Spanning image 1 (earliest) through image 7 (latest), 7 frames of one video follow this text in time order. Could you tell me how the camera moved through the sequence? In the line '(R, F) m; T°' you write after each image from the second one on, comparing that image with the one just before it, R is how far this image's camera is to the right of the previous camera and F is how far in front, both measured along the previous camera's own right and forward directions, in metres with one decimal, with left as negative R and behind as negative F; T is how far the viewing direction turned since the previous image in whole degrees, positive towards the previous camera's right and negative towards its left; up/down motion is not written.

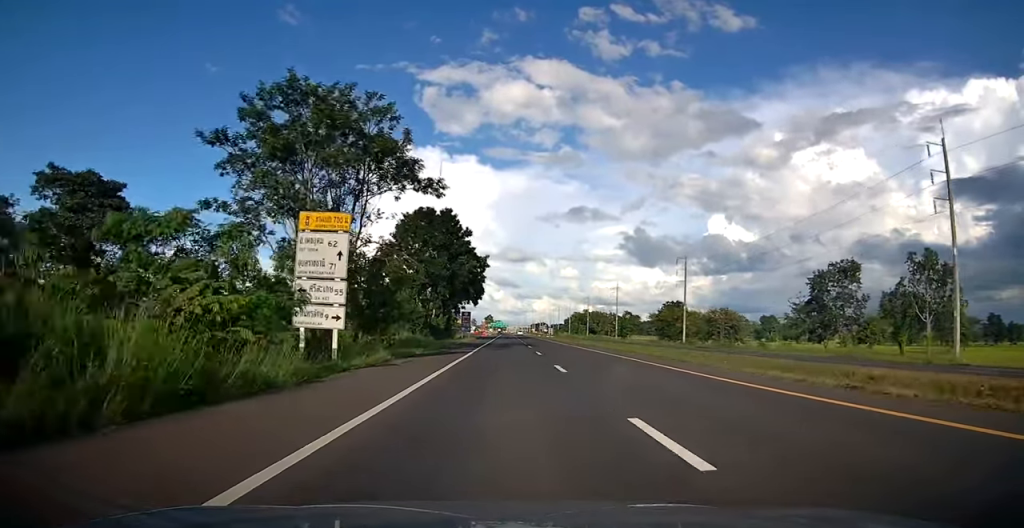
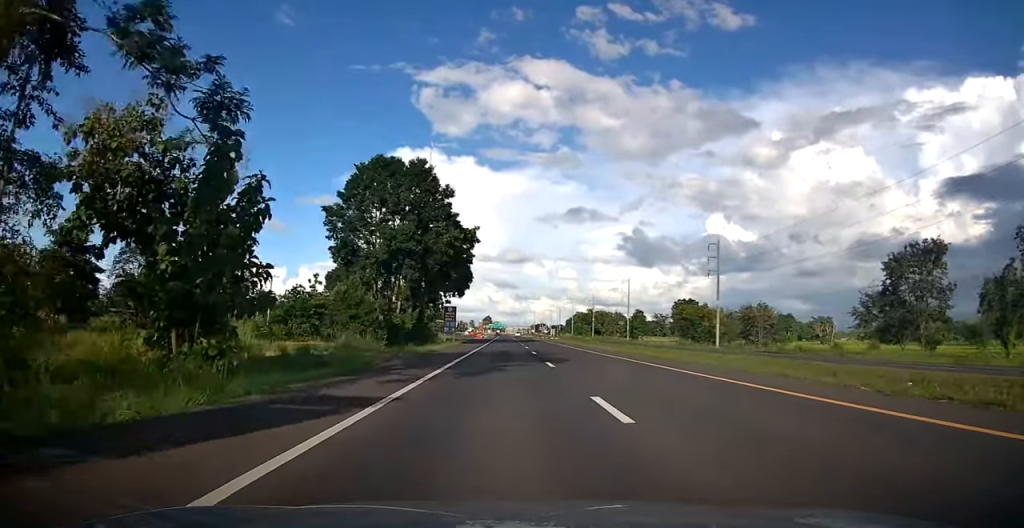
(0.0, +21.3) m; 0°
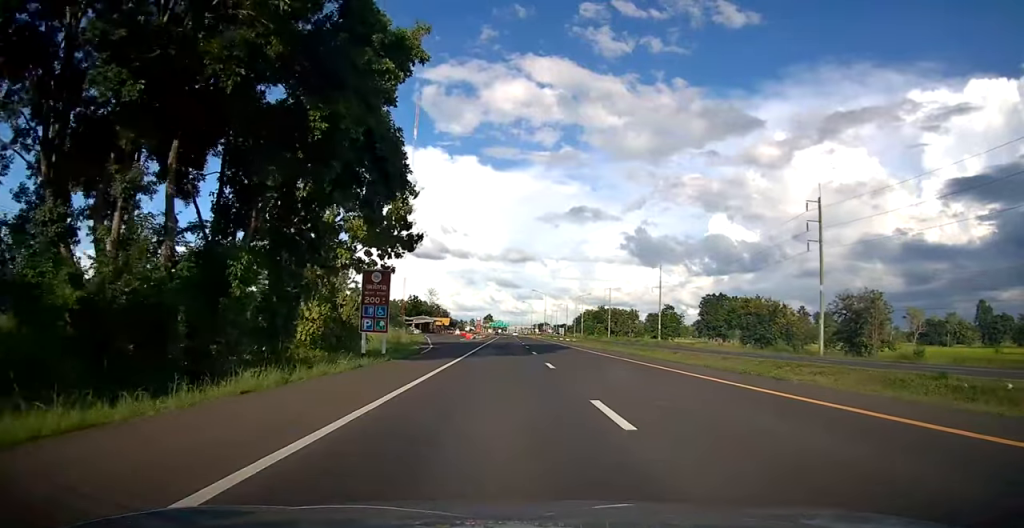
(0.0, +36.2) m; +1°
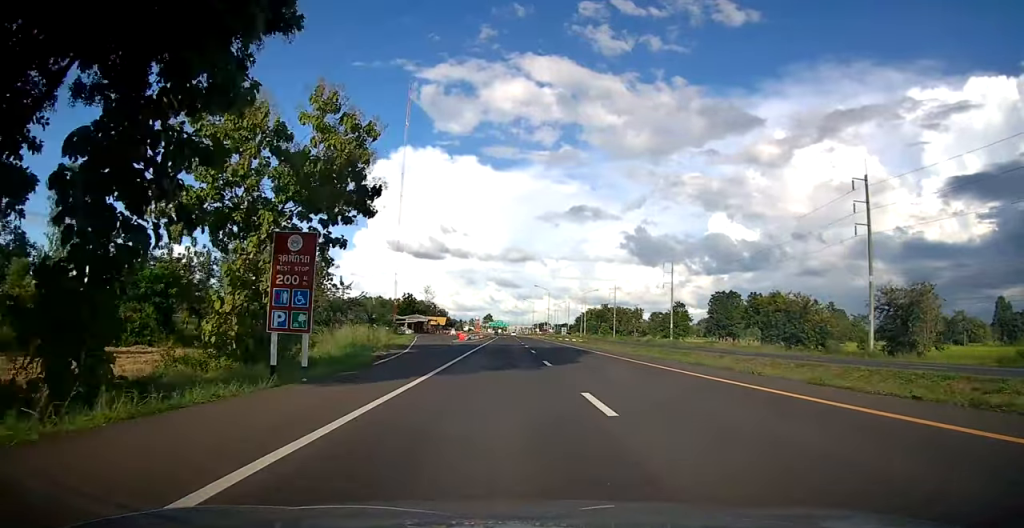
(+0.1, +10.8) m; 0°
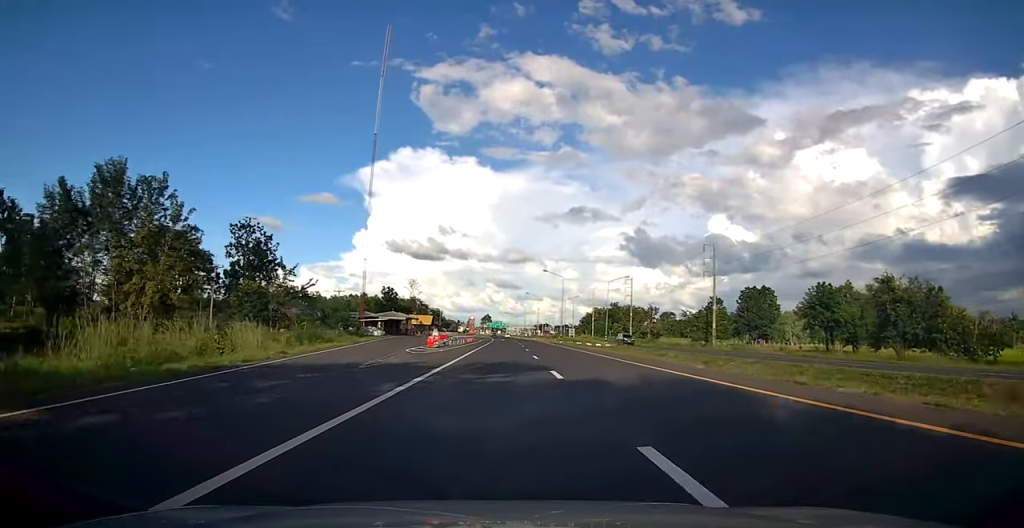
(+0.1, +29.7) m; -1°
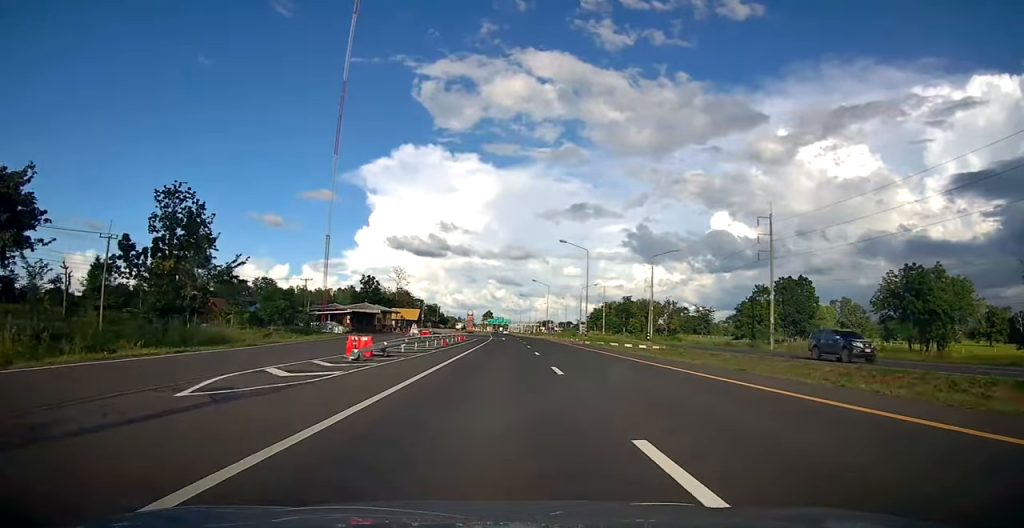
(-0.3, +23.9) m; -1°
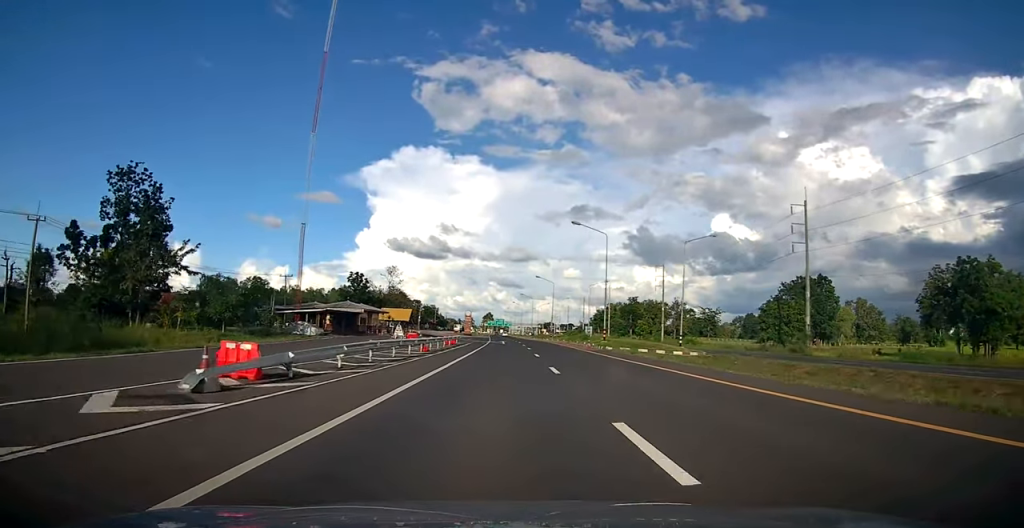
(0.0, +10.8) m; 0°
